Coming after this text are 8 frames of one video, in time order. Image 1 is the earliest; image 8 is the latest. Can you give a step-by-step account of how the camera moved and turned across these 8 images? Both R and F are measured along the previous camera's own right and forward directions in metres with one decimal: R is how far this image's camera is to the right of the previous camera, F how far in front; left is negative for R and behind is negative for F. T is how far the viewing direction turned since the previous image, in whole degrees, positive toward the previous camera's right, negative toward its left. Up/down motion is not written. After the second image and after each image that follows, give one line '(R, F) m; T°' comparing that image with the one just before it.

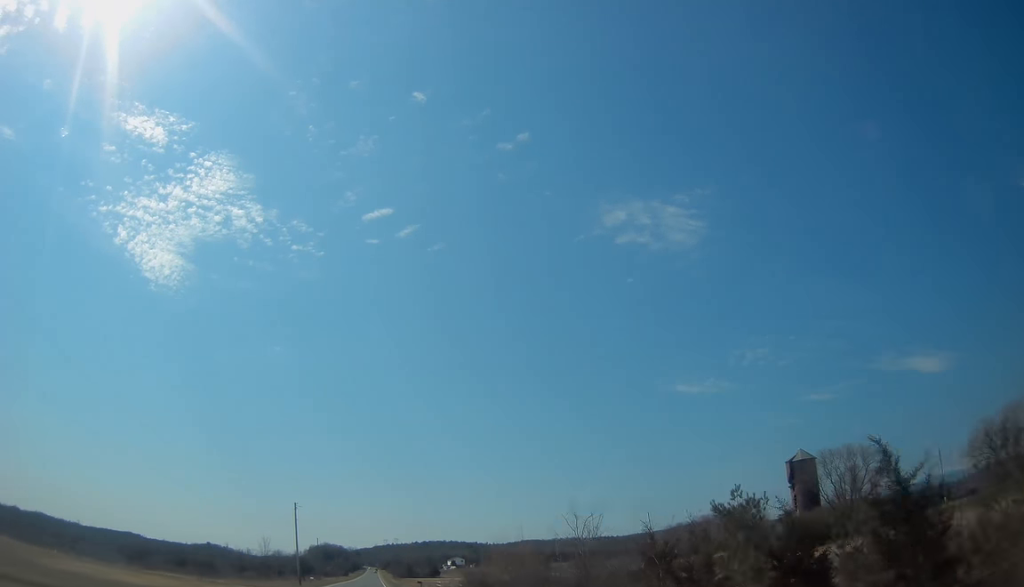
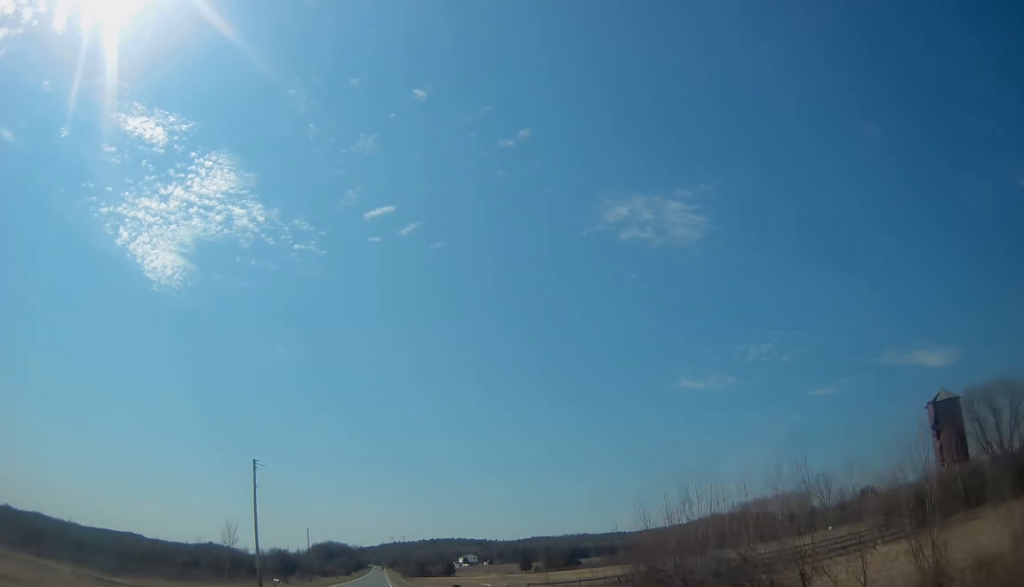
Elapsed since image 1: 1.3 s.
(0.0, +36.8) m; 0°
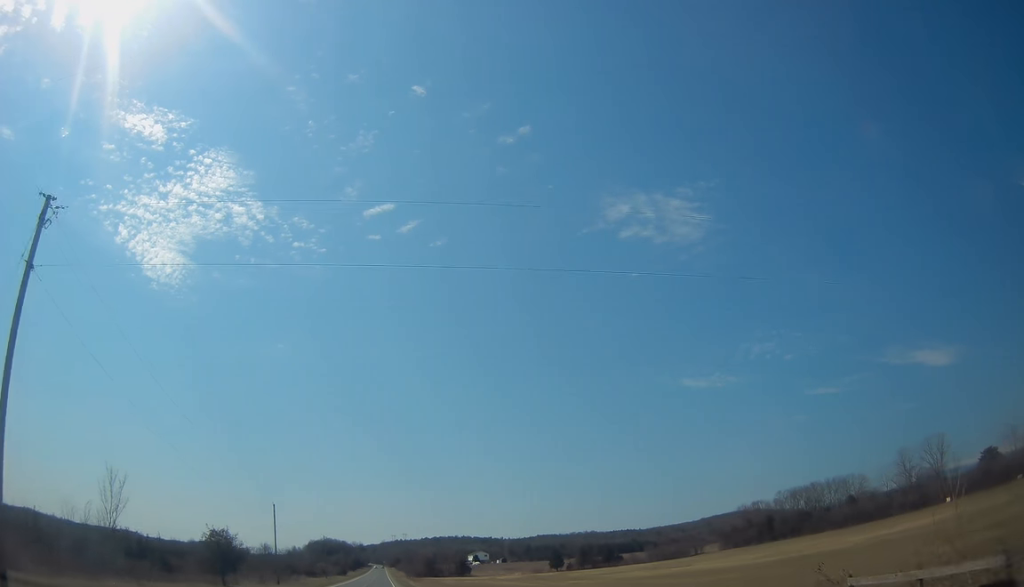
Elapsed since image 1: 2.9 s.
(0.0, +46.0) m; 0°
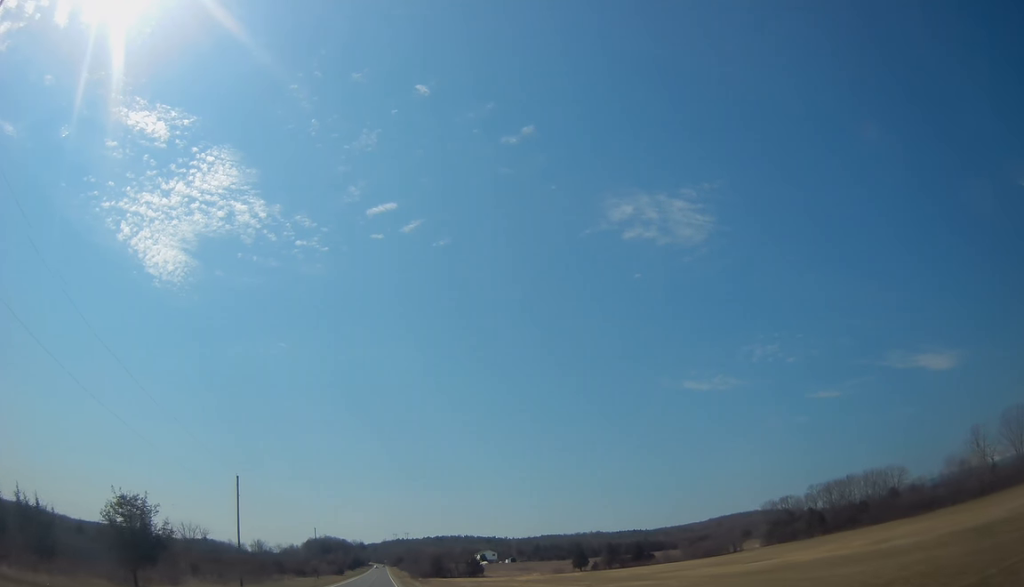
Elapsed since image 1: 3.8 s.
(0.0, +24.6) m; 0°
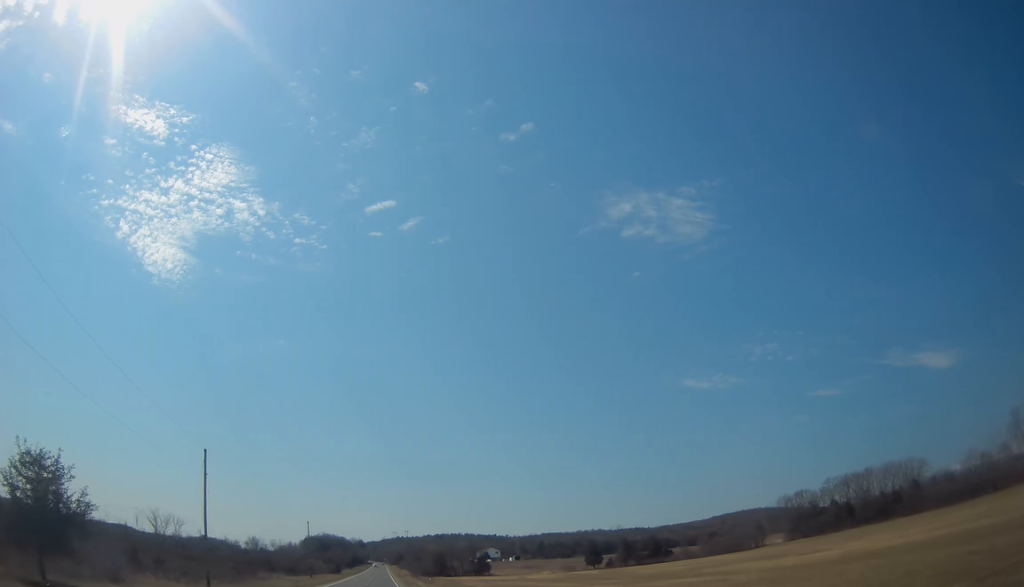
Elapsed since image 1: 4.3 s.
(0.0, +12.5) m; 0°
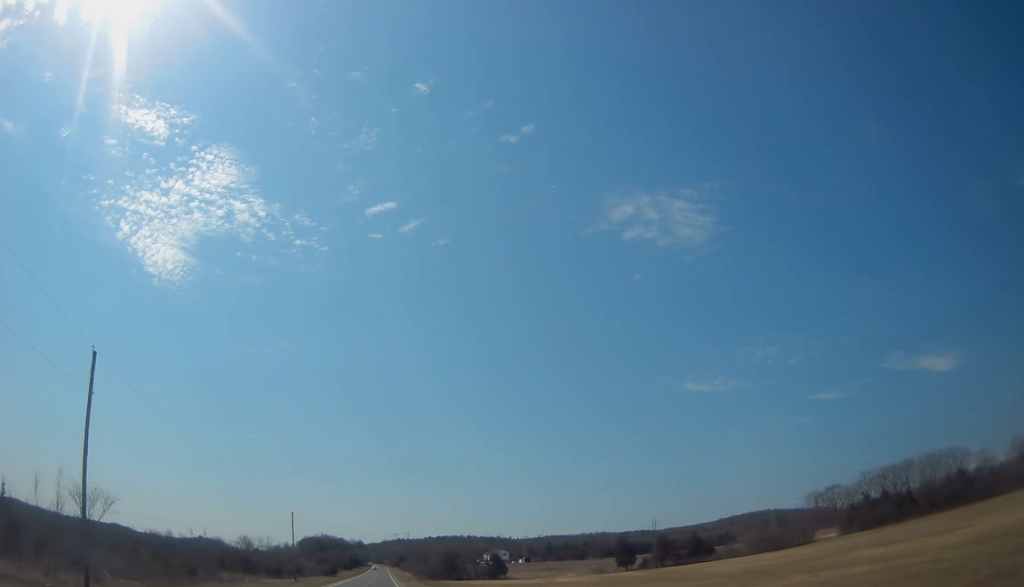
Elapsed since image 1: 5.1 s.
(0.0, +22.9) m; 0°
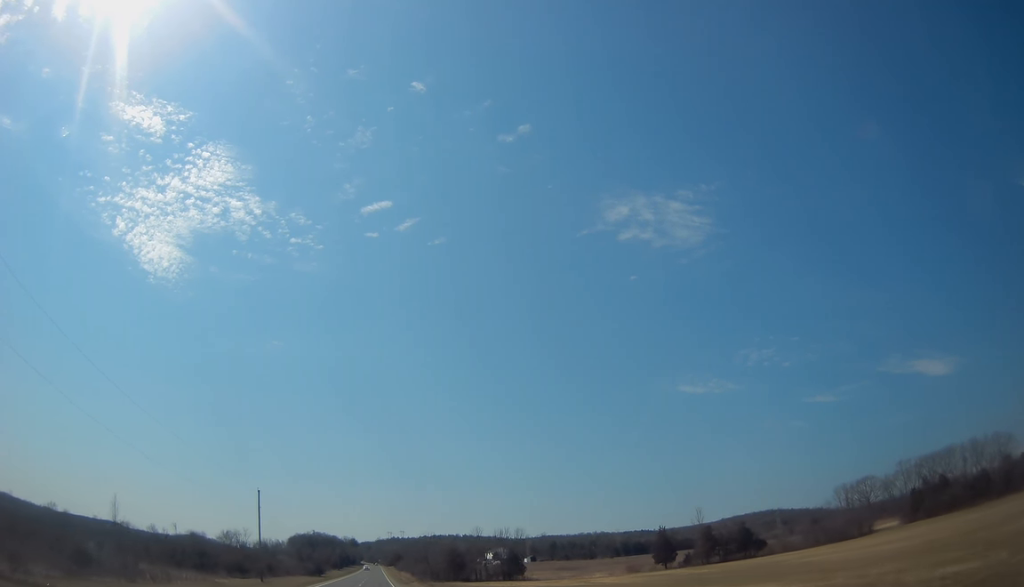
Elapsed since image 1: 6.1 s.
(0.0, +24.4) m; 0°
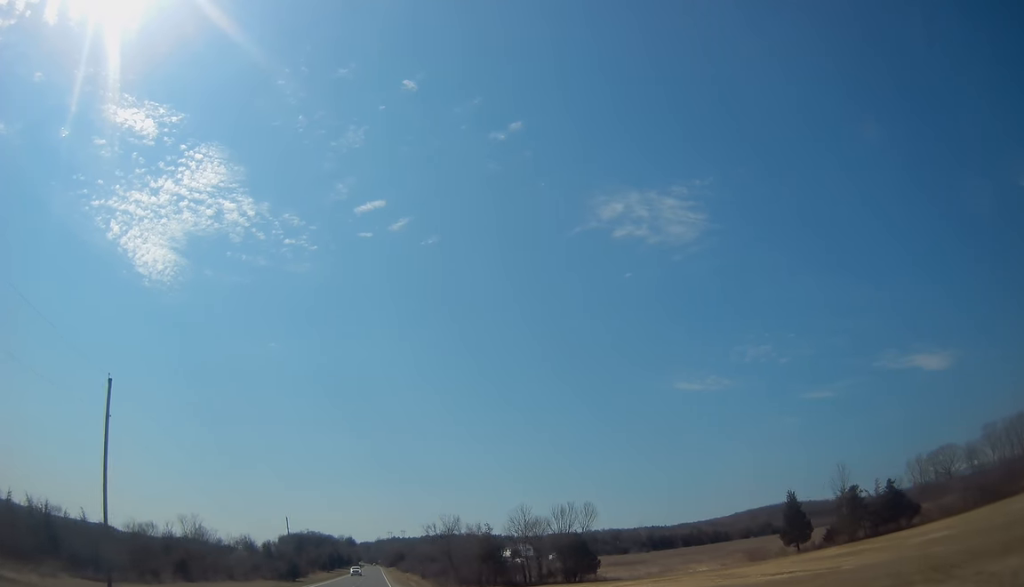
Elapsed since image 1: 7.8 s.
(0.0, +43.8) m; 0°
